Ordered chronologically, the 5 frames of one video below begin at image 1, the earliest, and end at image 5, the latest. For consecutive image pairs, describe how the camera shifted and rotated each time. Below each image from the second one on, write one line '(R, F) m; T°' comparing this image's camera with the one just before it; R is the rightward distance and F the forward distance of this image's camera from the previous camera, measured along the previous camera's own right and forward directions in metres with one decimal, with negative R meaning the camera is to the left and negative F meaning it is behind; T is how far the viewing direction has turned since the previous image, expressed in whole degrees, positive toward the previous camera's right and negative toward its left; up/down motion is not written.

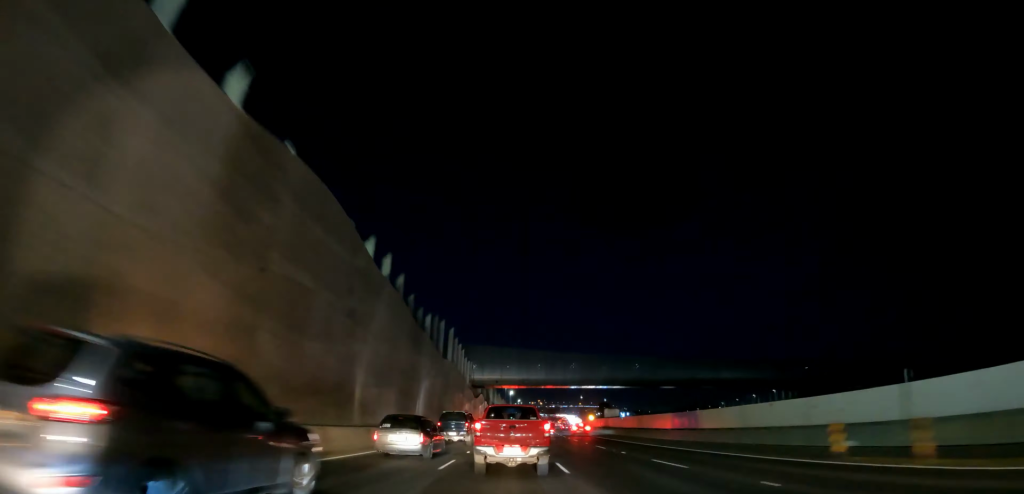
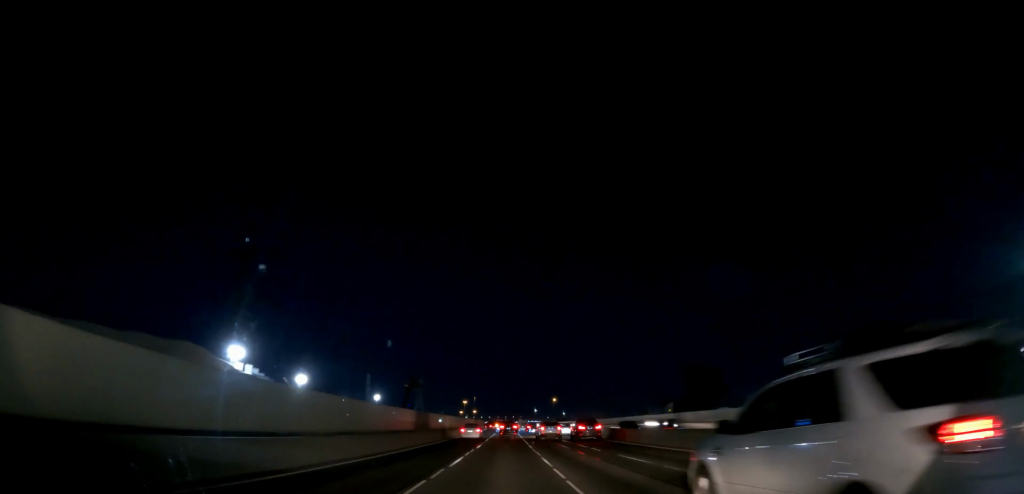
(+2.0, +39.8) m; +3°
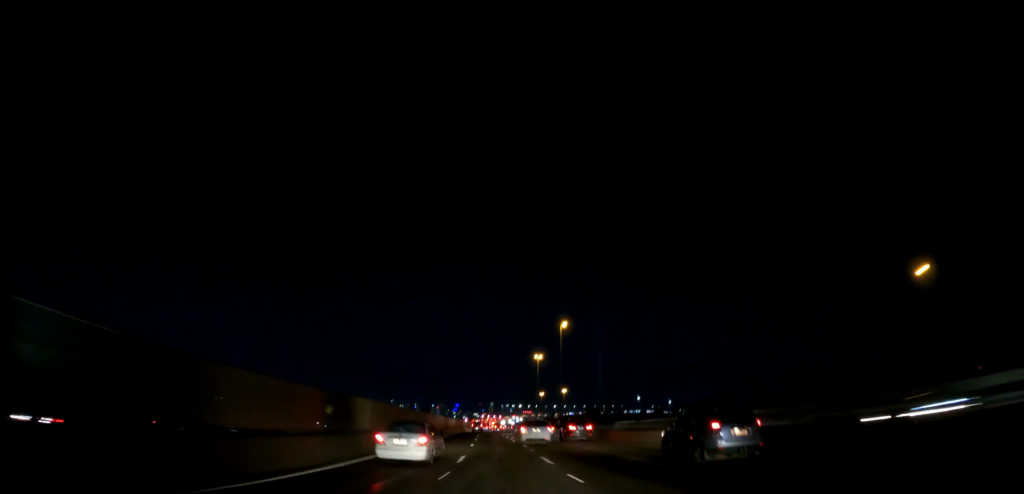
(0.0, +19.6) m; 0°
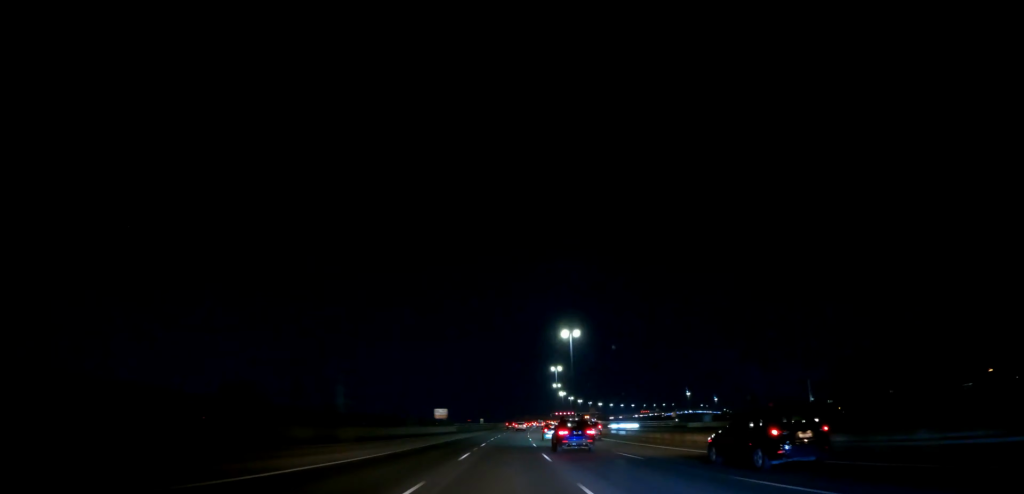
(0.0, +29.9) m; 0°
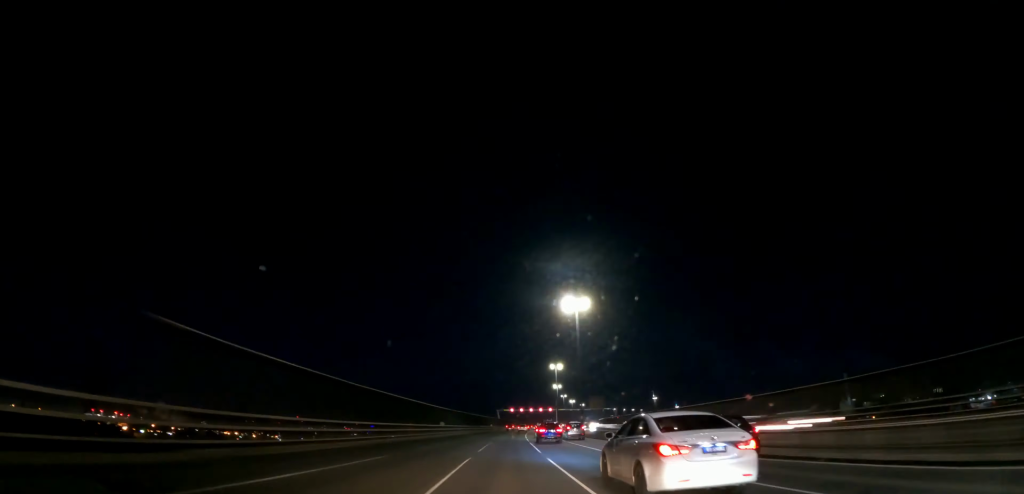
(0.0, +13.5) m; 0°
